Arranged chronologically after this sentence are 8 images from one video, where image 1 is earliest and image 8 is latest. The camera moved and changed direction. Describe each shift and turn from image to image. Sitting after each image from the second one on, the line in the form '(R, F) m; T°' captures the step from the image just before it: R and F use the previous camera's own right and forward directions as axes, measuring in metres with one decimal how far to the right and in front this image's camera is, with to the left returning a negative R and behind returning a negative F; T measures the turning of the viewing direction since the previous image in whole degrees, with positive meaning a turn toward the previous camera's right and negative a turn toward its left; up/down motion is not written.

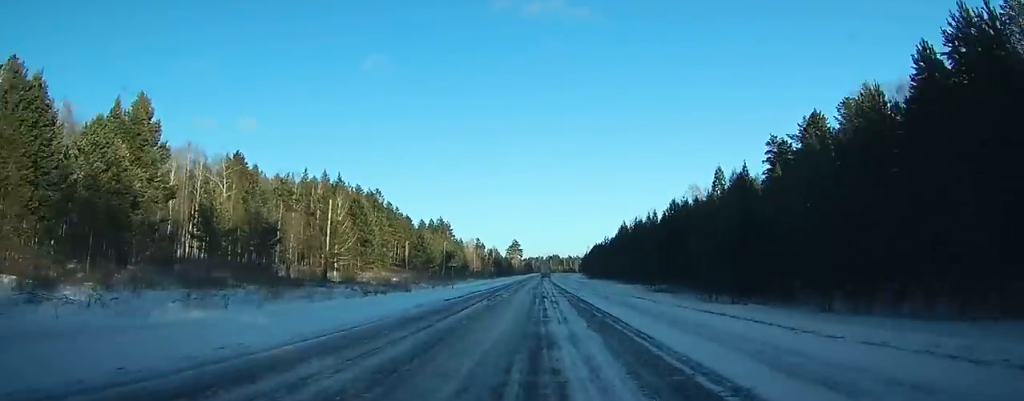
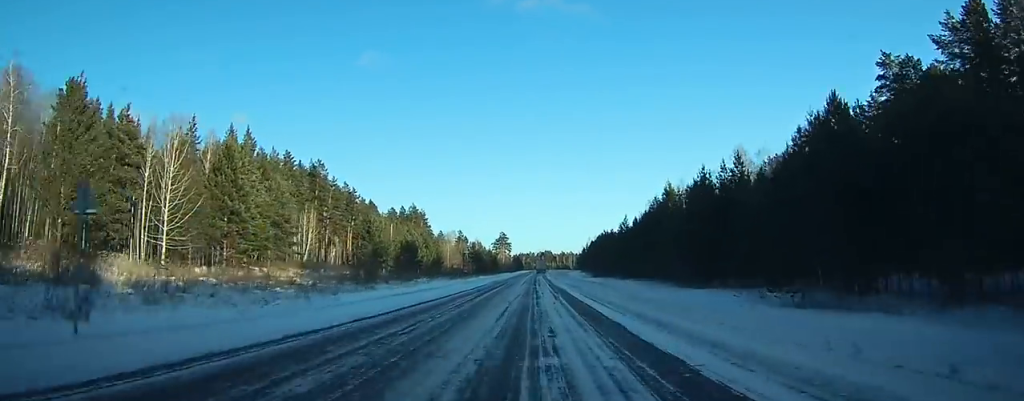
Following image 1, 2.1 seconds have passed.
(+0.3, +44.5) m; +1°
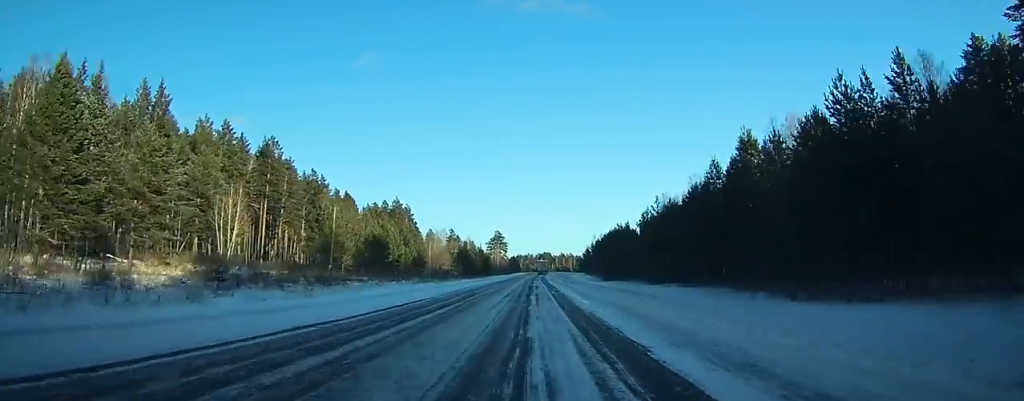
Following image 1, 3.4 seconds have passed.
(+0.1, +27.2) m; 0°
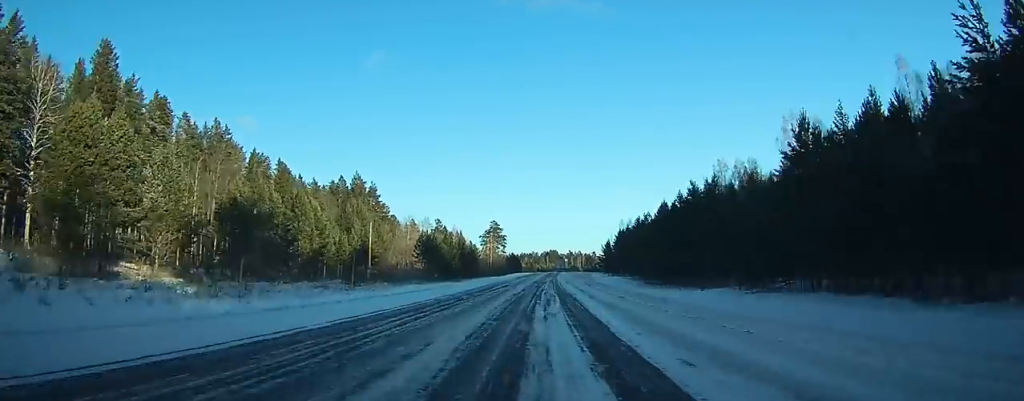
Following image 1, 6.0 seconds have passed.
(+0.3, +56.3) m; 0°
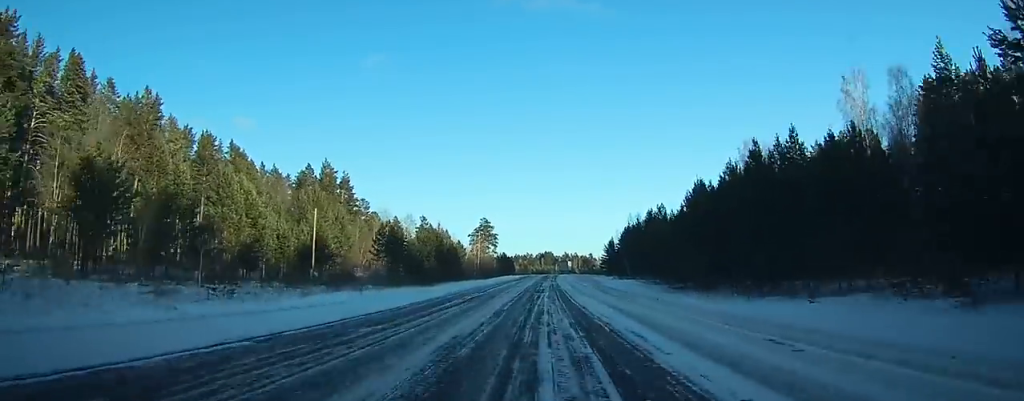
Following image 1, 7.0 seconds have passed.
(0.0, +21.7) m; 0°
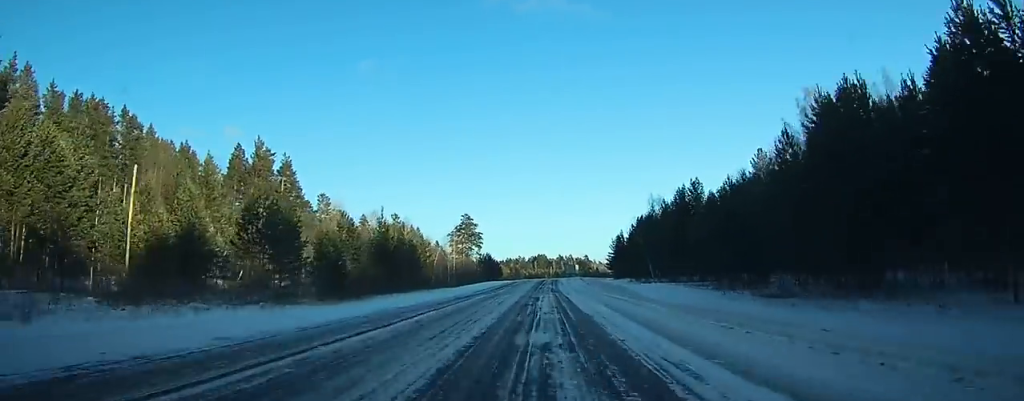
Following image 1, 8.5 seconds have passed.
(-0.1, +33.2) m; 0°
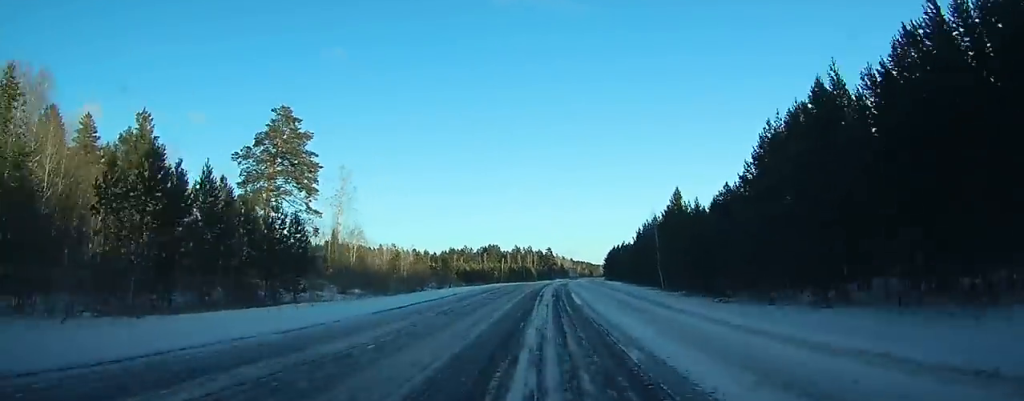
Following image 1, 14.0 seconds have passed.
(+5.7, +117.6) m; +6°
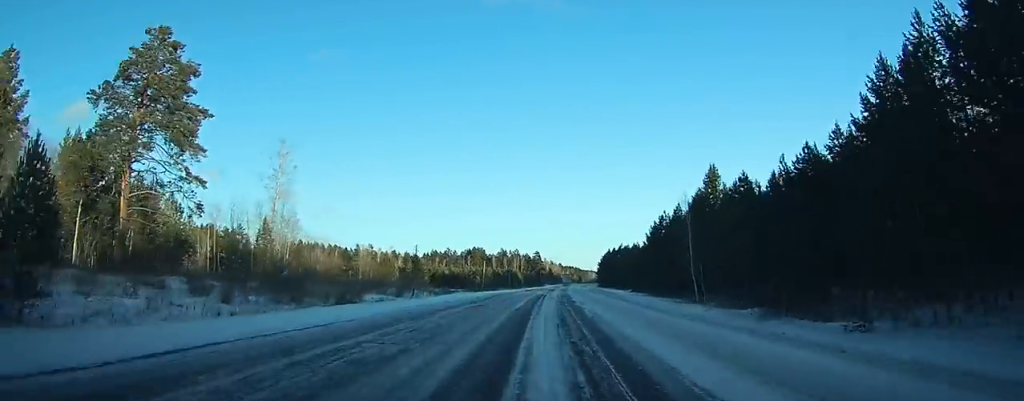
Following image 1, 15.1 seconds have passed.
(+0.2, +24.7) m; +1°
